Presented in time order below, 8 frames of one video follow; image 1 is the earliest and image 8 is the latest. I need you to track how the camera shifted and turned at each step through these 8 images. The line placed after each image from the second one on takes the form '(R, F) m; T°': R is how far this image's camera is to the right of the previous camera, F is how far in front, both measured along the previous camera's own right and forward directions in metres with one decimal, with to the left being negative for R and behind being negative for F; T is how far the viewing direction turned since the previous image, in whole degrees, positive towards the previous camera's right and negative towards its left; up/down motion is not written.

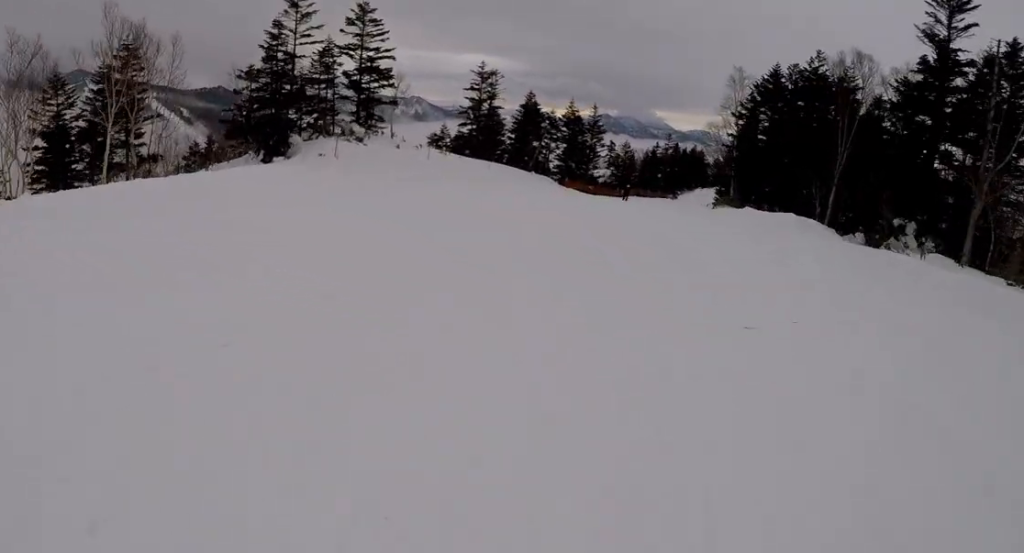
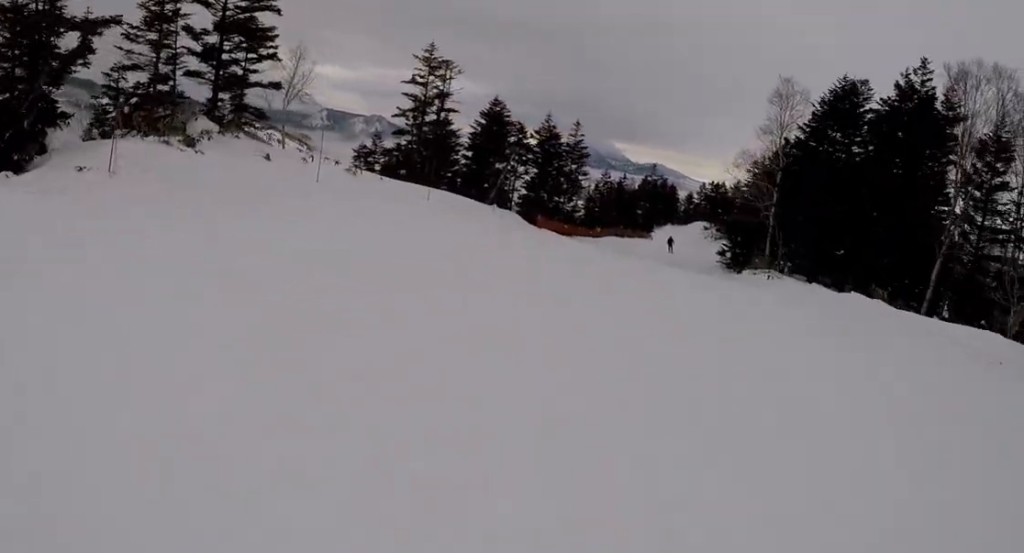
(+1.5, +14.6) m; +6°
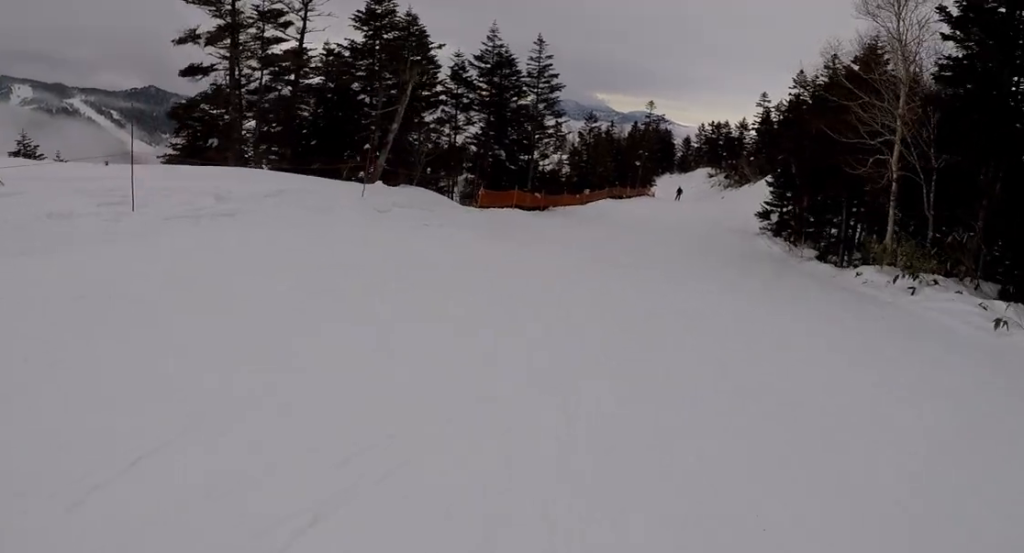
(+1.3, +17.2) m; +10°
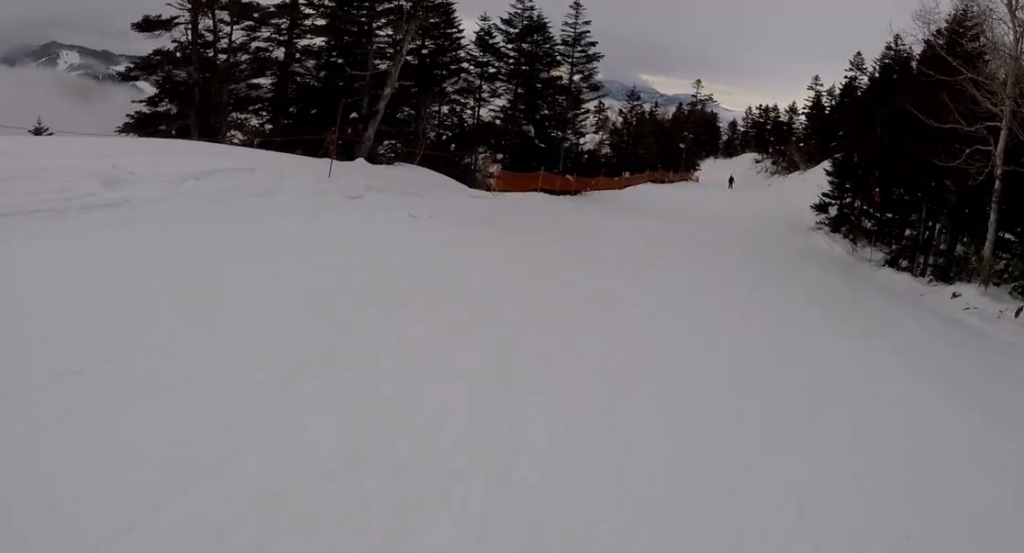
(+0.6, +3.9) m; -2°
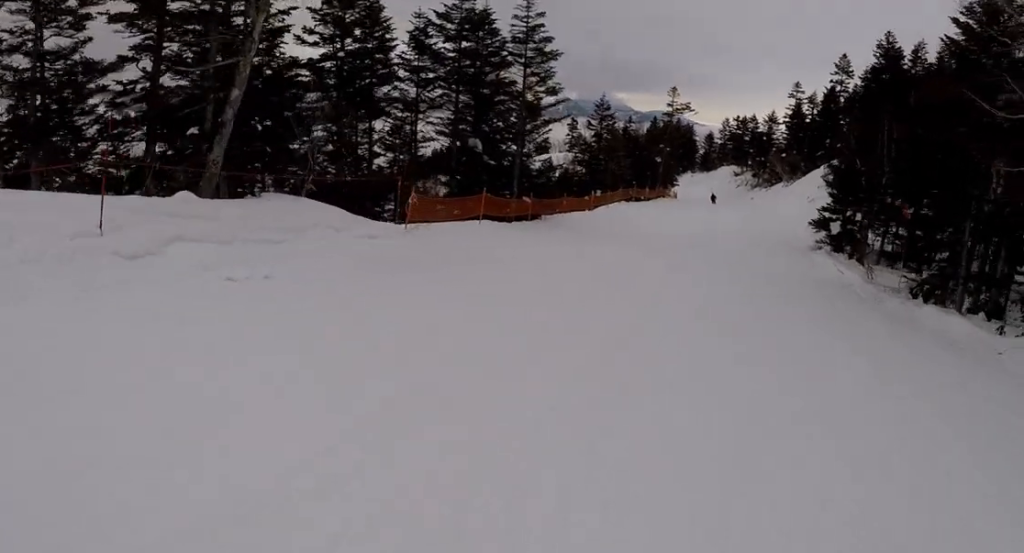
(-0.7, +5.4) m; 0°
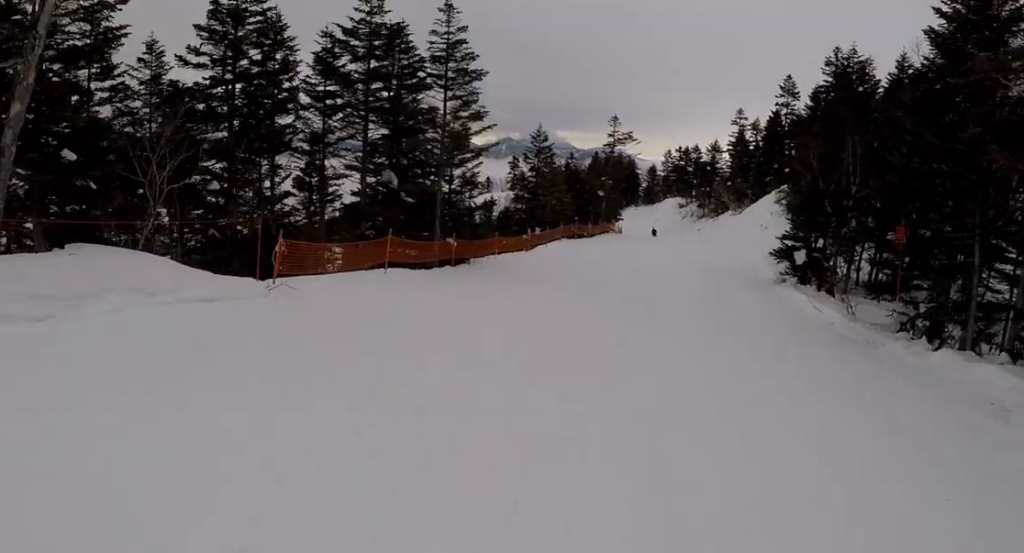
(-0.7, +3.8) m; 0°
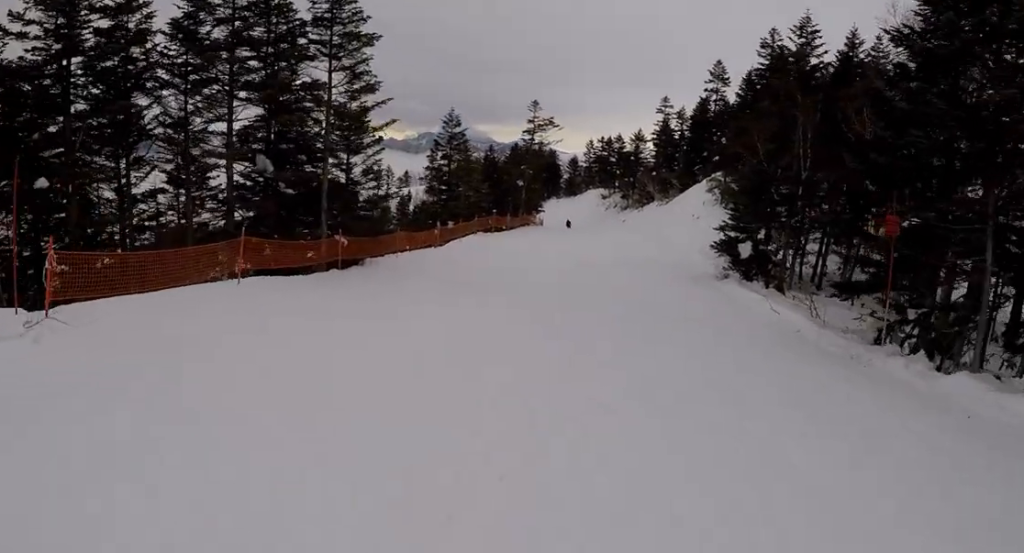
(+0.7, +3.6) m; 0°
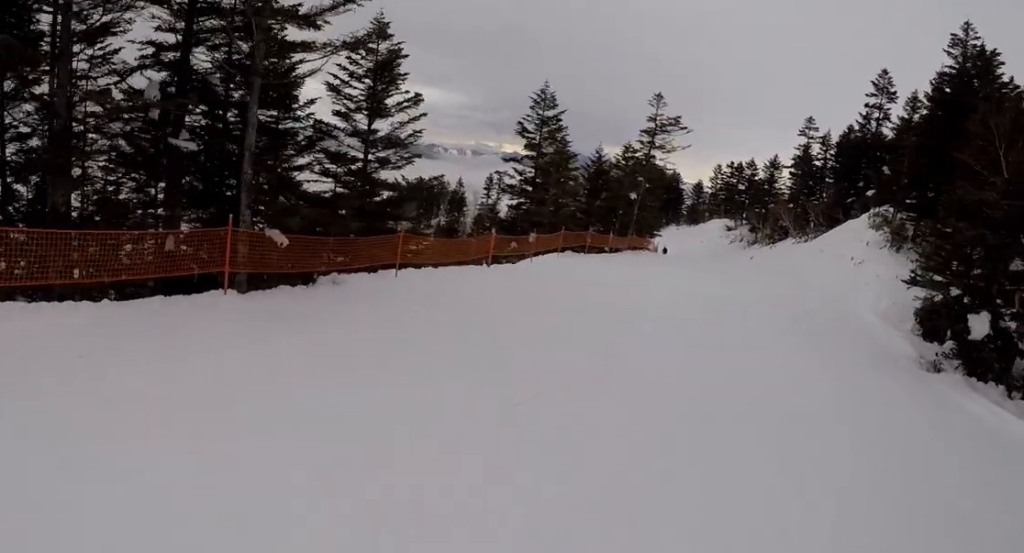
(+0.1, +9.2) m; 0°
